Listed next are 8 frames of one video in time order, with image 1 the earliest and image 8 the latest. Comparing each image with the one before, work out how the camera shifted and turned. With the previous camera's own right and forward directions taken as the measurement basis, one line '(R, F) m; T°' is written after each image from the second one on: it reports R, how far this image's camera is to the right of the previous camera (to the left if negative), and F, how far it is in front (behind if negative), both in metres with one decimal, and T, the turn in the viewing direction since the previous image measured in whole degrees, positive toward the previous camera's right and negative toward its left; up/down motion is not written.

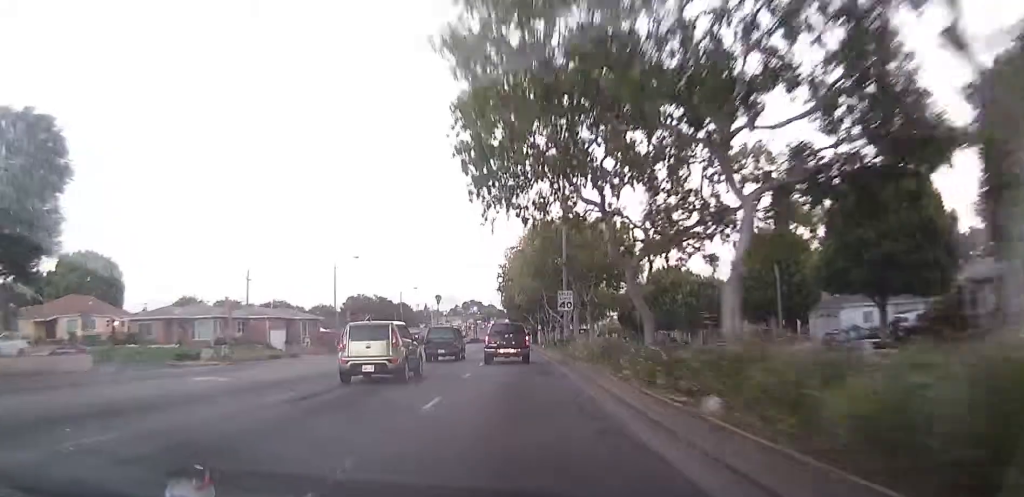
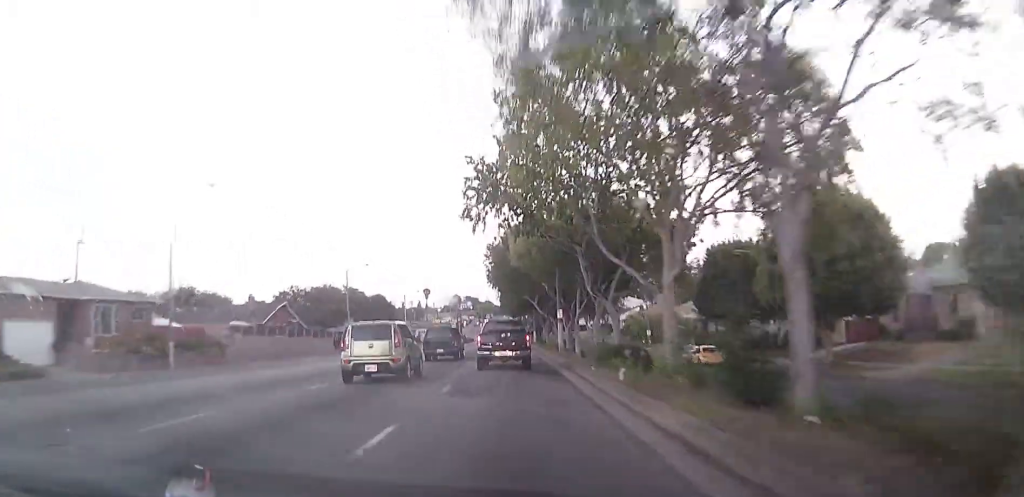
(0.0, +41.4) m; 0°
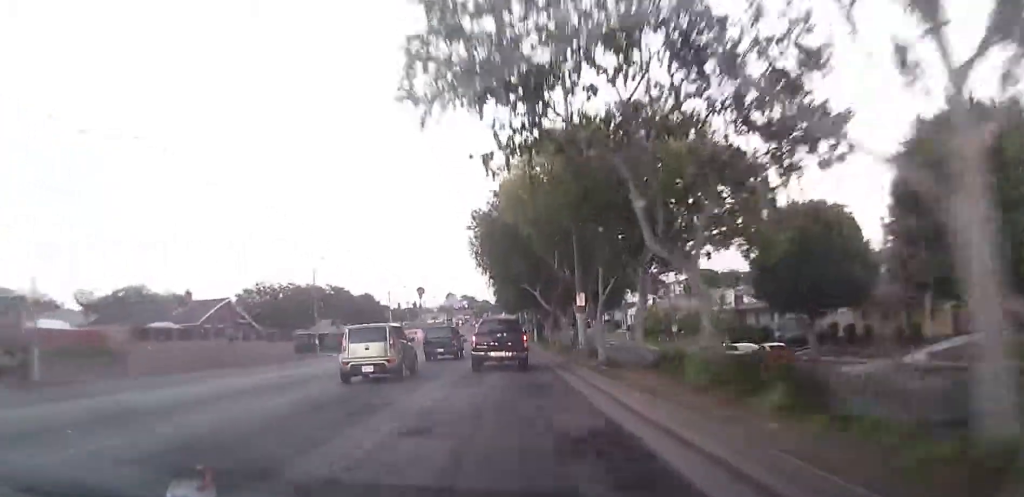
(0.0, +14.3) m; 0°
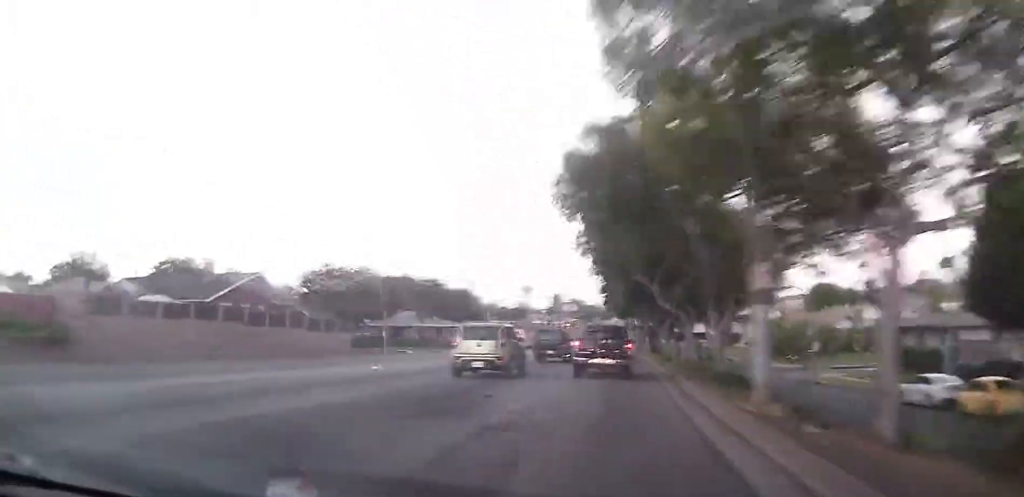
(0.0, +13.6) m; 0°
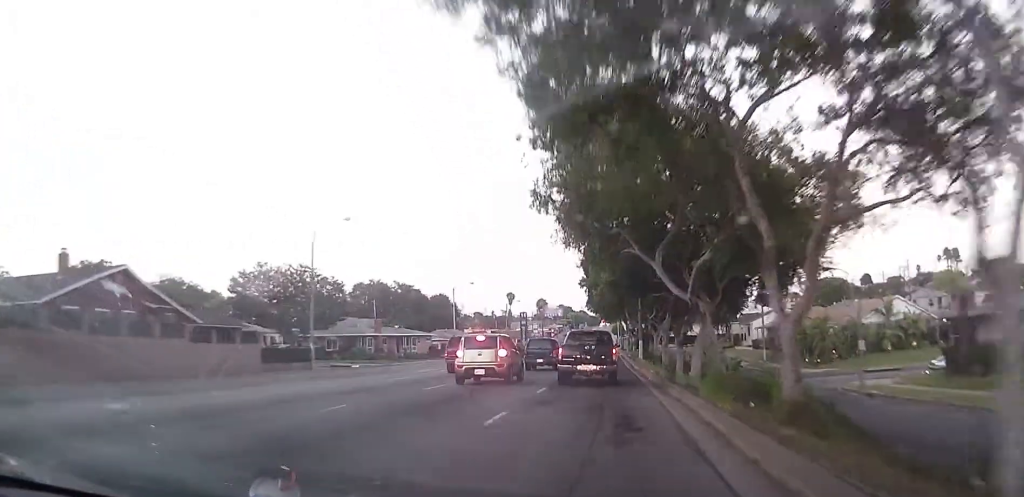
(0.0, +14.0) m; 0°
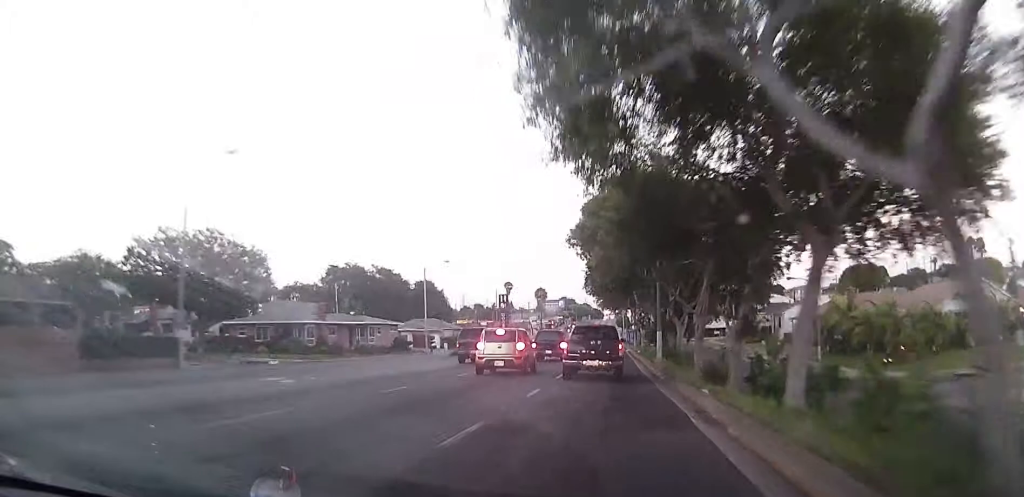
(0.0, +18.0) m; 0°
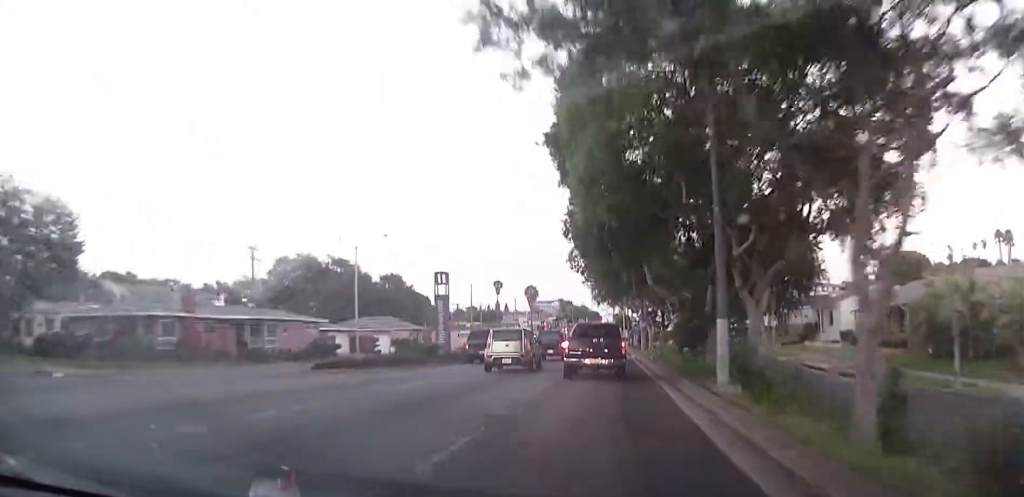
(0.0, +22.9) m; 0°
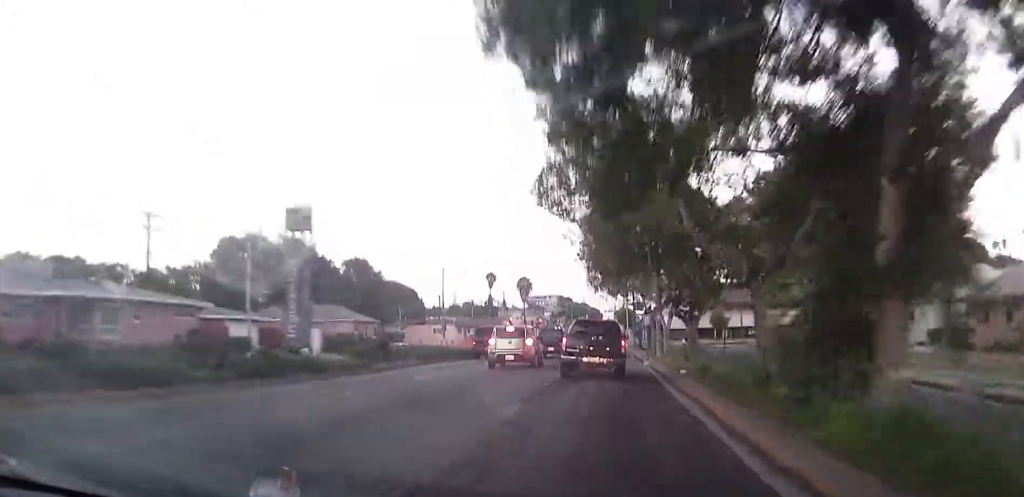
(0.0, +19.8) m; 0°
